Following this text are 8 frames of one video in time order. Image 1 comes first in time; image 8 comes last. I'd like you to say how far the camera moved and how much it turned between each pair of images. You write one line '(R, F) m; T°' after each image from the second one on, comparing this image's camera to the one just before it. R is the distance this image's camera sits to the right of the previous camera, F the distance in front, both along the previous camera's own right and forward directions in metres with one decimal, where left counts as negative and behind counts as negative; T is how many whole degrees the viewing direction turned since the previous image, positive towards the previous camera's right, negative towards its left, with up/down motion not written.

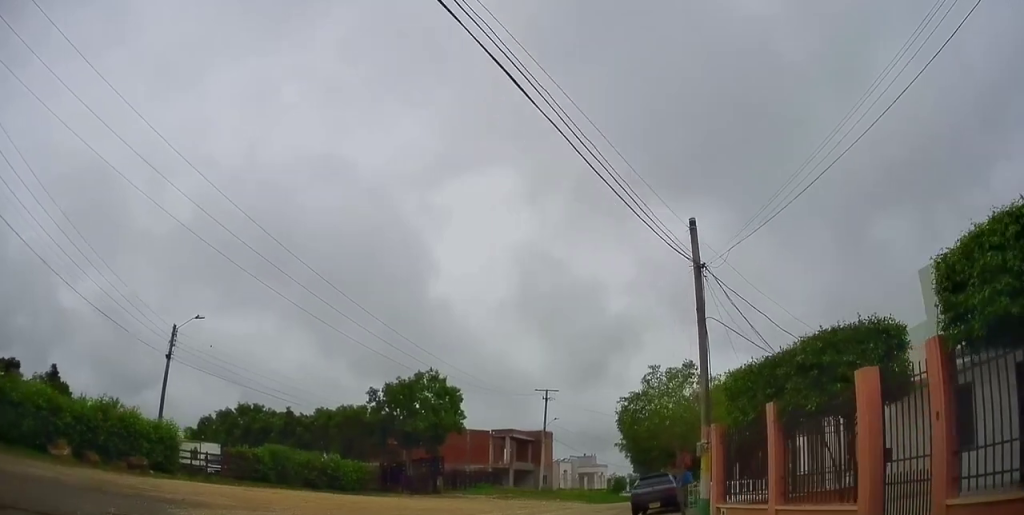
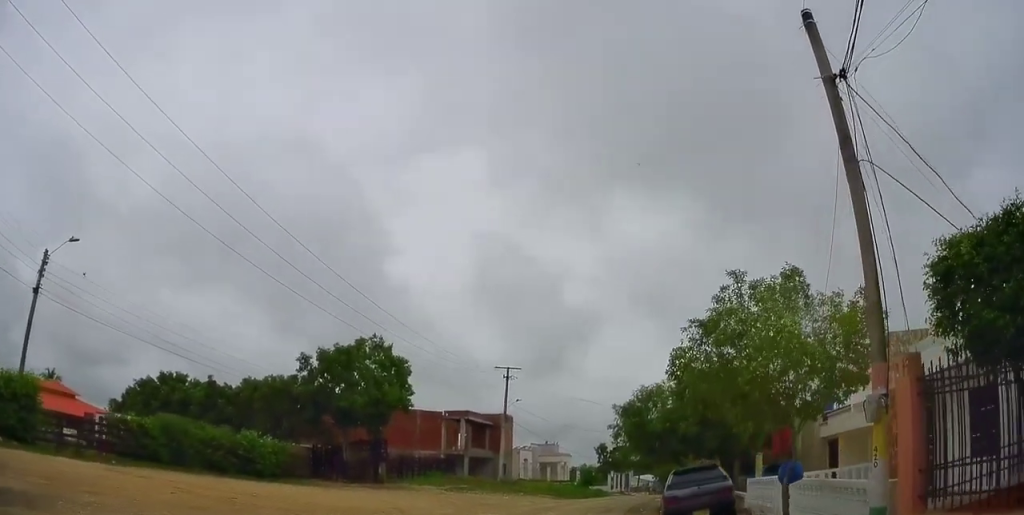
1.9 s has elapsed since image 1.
(+0.7, +7.6) m; +5°
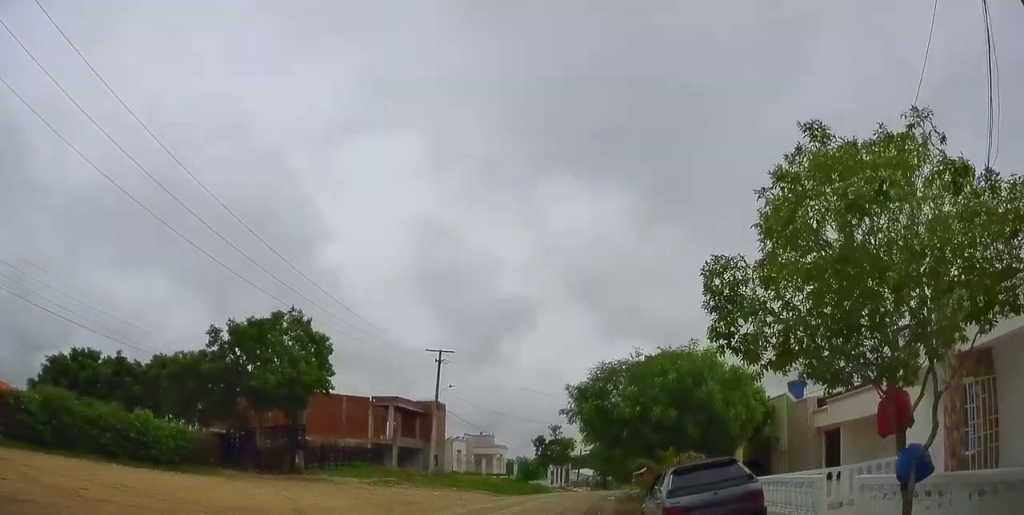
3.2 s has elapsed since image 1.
(-0.1, +4.5) m; +6°
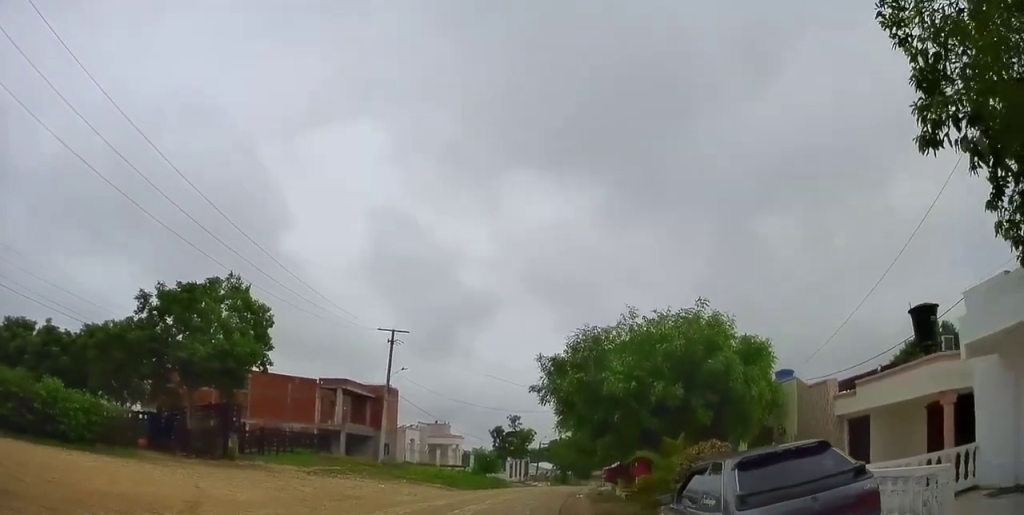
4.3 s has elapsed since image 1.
(+0.4, +3.6) m; +9°
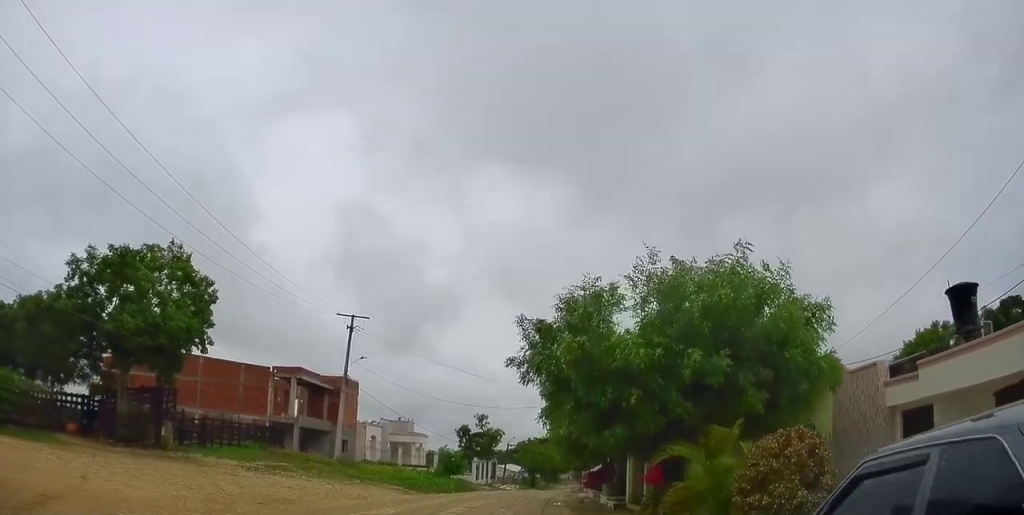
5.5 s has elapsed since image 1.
(+0.1, +3.1) m; -1°
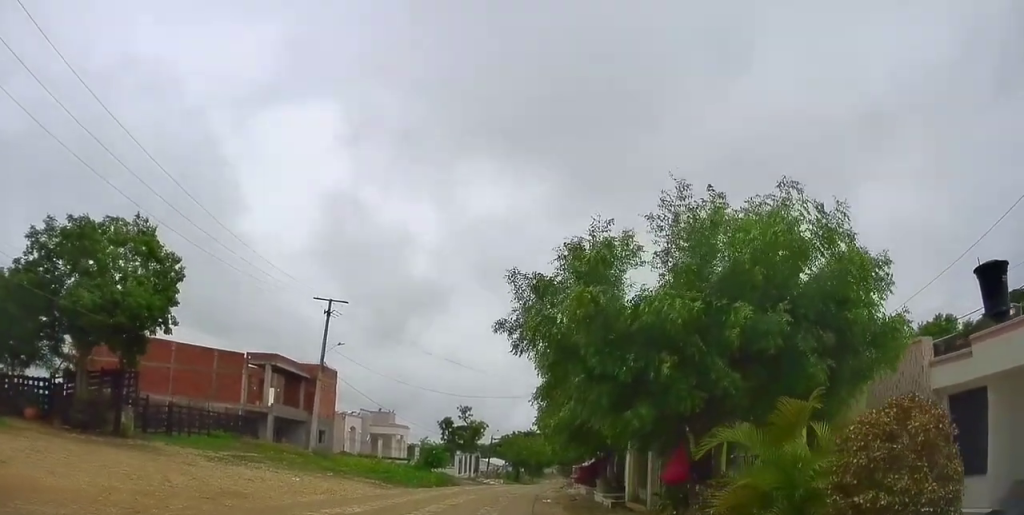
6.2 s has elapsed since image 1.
(-0.1, +1.9) m; +3°
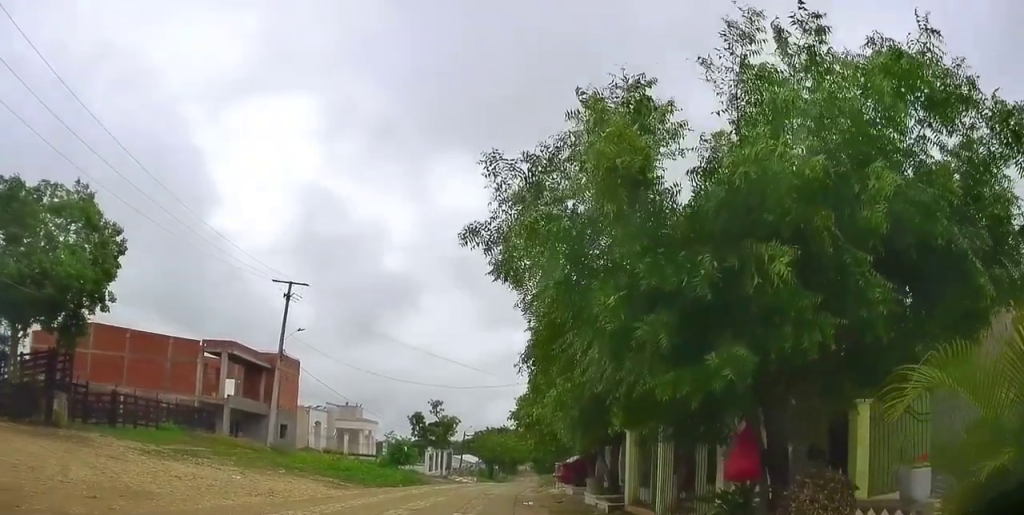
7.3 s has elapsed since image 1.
(+0.3, +2.9) m; +9°
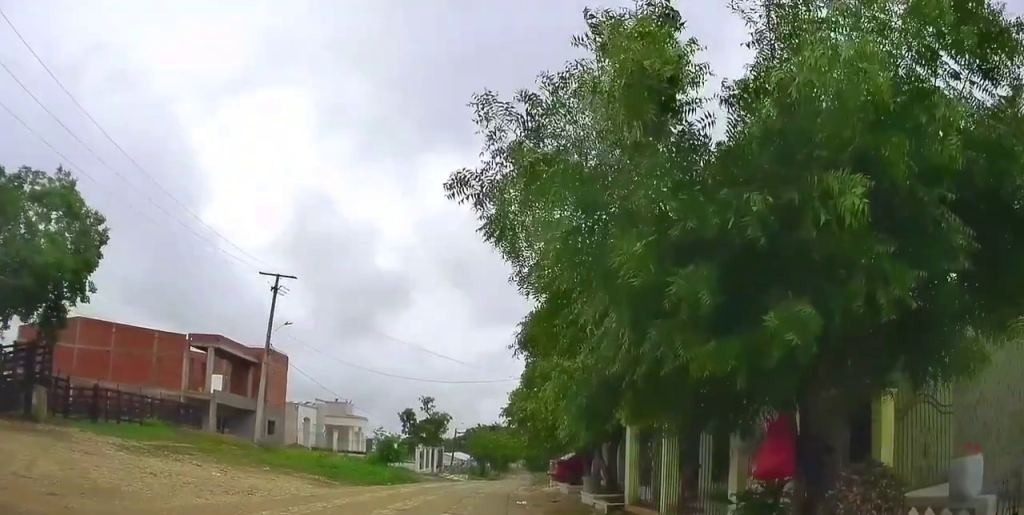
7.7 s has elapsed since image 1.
(+0.1, +1.1) m; +1°
